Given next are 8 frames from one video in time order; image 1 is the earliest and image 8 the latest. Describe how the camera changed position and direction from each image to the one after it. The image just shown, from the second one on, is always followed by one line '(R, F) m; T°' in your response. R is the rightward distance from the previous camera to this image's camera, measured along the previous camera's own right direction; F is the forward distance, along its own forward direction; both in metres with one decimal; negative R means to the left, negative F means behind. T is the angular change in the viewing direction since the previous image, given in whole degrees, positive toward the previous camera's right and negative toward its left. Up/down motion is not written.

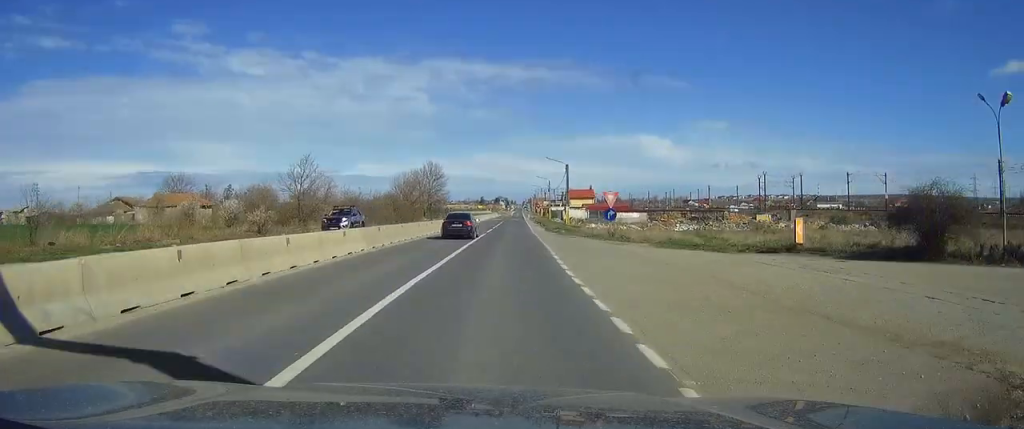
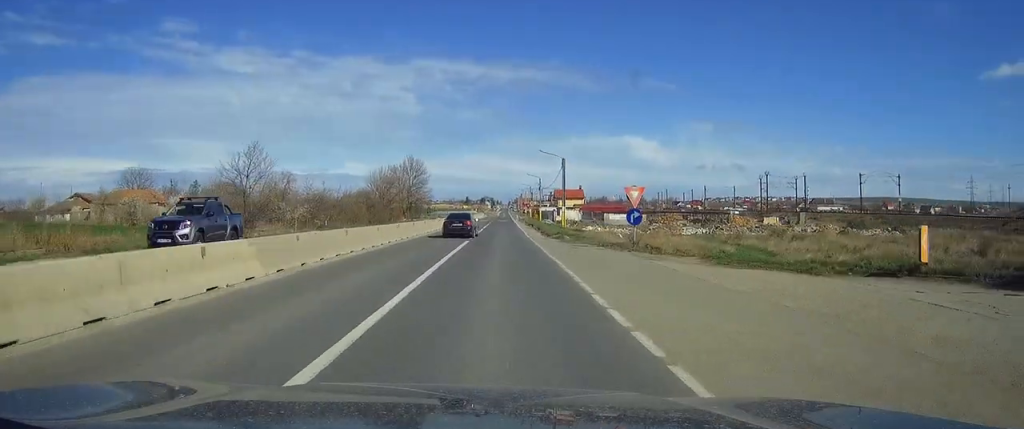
(+0.1, +11.1) m; +1°
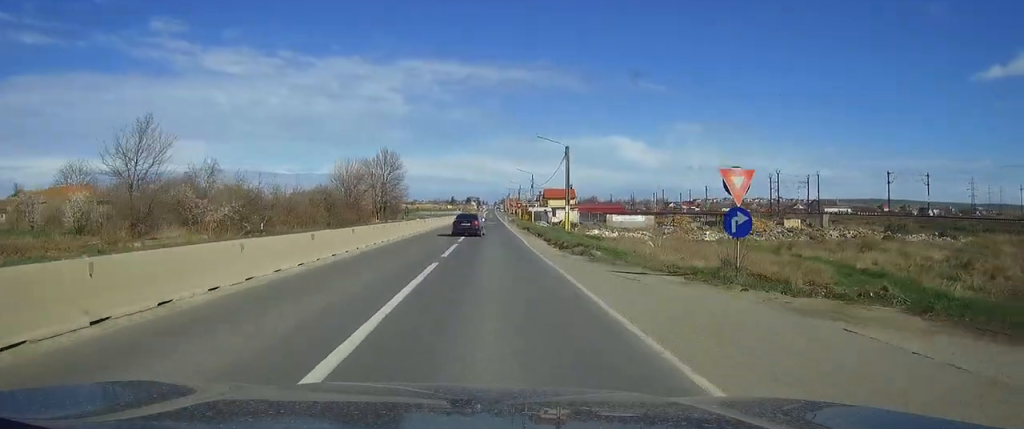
(+0.3, +15.8) m; +1°
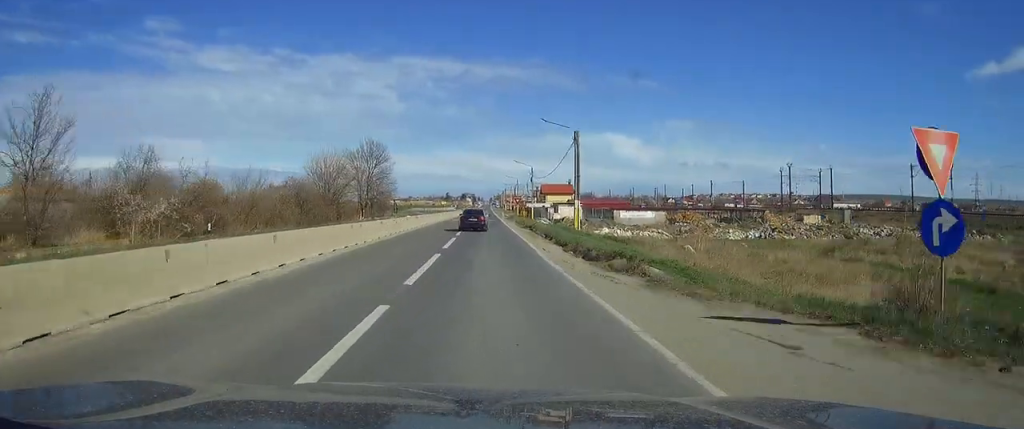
(0.0, +9.5) m; 0°
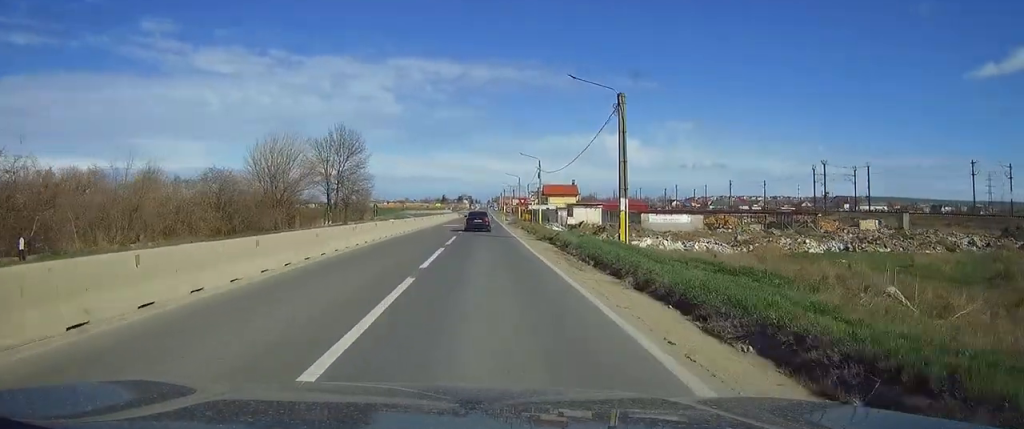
(+0.1, +18.9) m; 0°
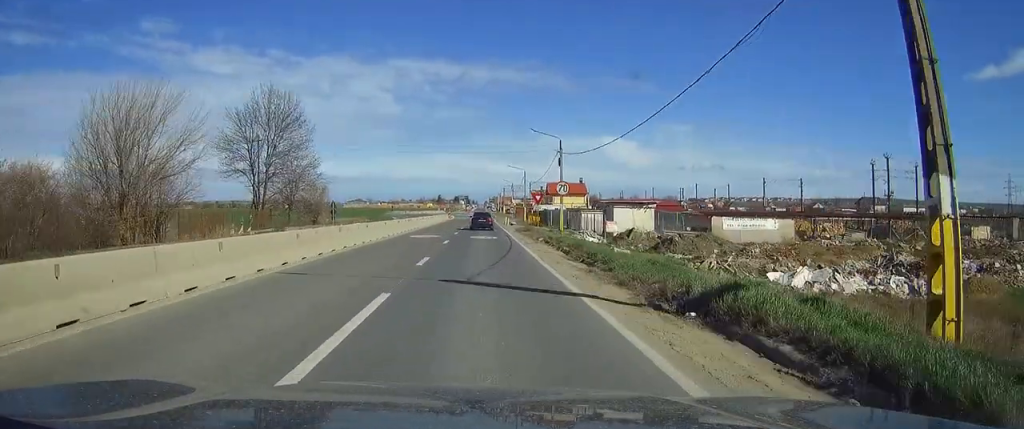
(0.0, +26.0) m; 0°
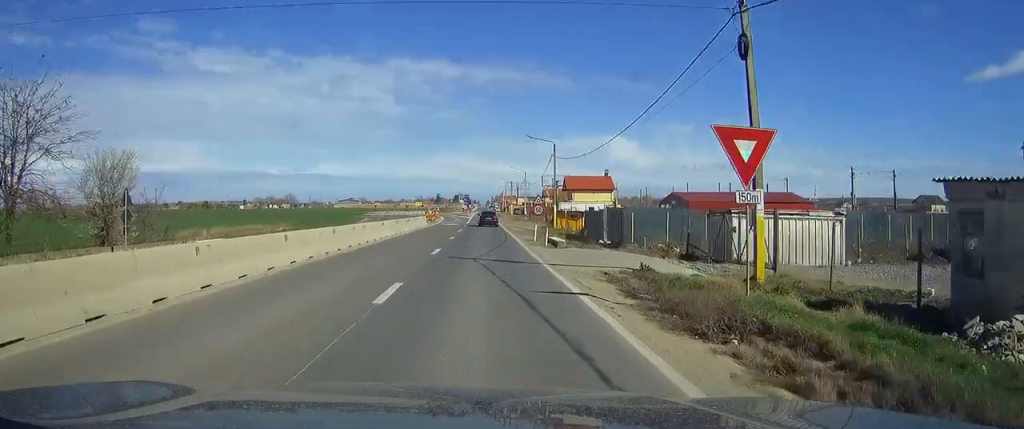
(0.0, +43.3) m; 0°
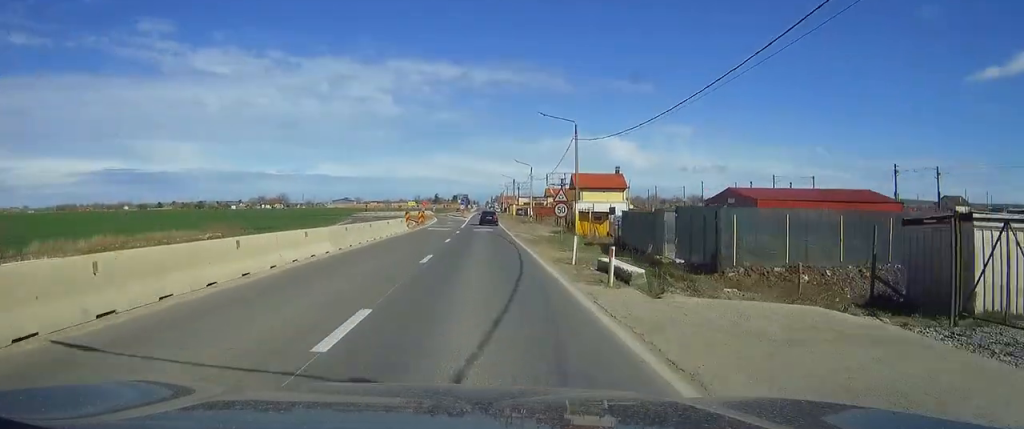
(0.0, +15.6) m; 0°
